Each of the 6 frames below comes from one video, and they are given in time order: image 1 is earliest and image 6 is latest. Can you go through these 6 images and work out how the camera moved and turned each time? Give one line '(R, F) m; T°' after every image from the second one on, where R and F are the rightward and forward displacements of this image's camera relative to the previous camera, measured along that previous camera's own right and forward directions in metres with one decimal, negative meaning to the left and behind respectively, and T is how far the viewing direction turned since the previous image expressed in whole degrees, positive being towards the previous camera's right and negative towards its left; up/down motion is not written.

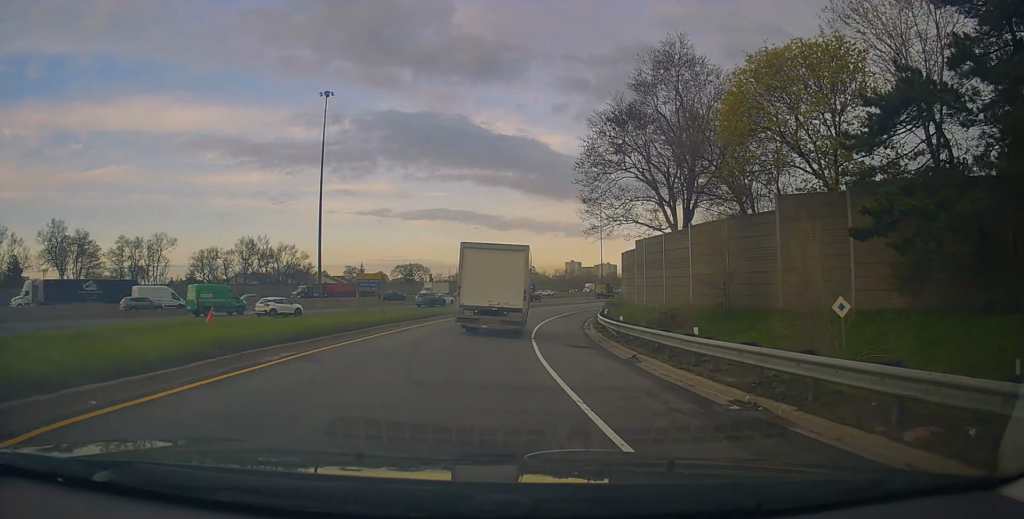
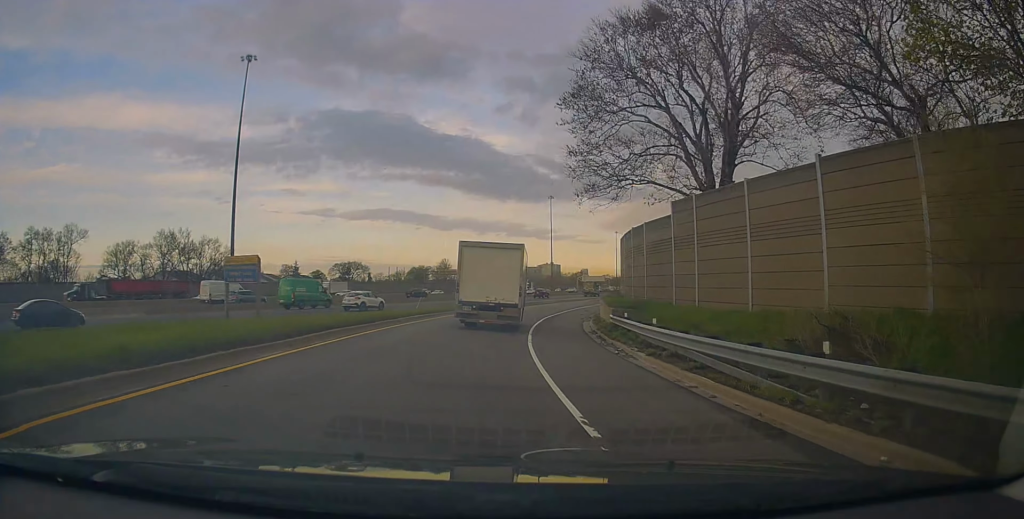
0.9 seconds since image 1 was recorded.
(+0.7, +14.8) m; +7°
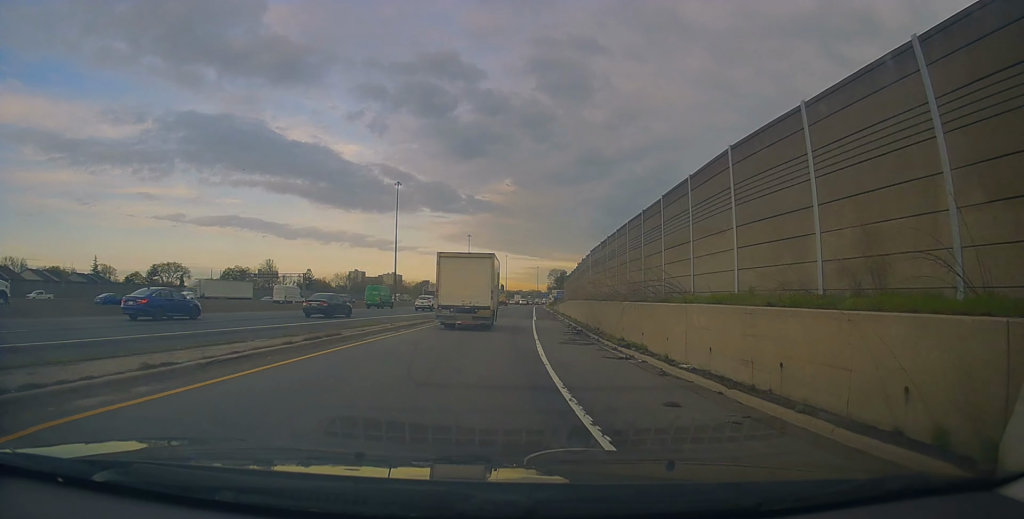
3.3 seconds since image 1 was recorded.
(+5.6, +43.0) m; +16°
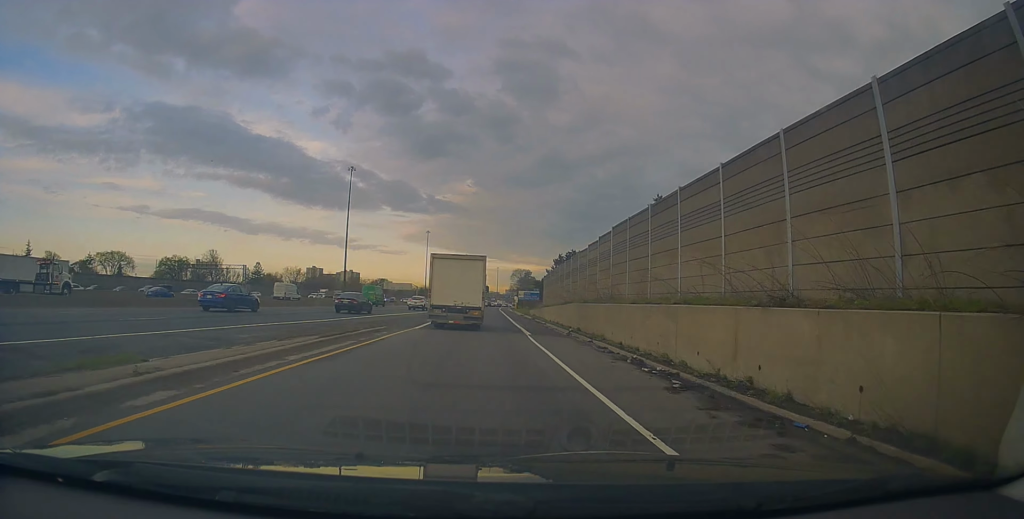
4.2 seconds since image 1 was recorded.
(+1.3, +16.5) m; +6°
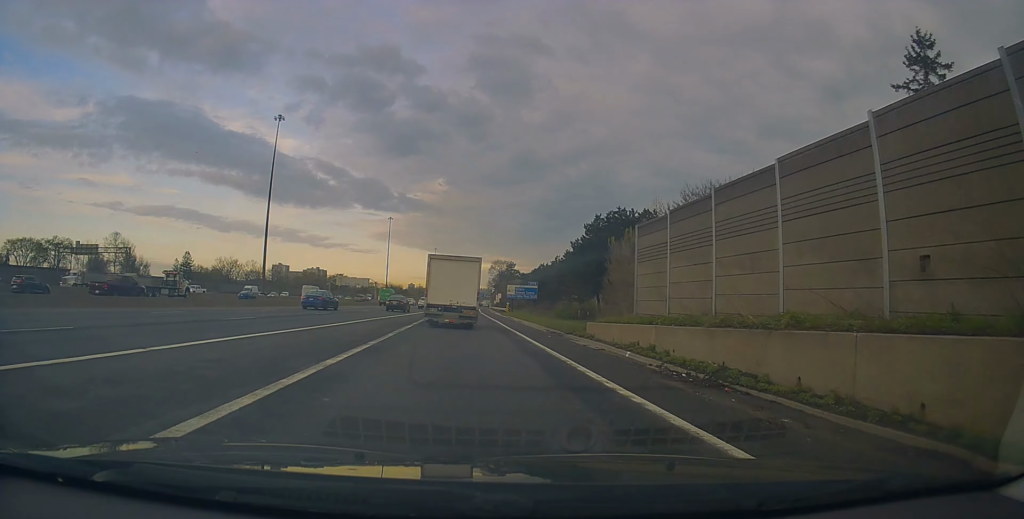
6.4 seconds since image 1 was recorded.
(+2.2, +43.0) m; +4°
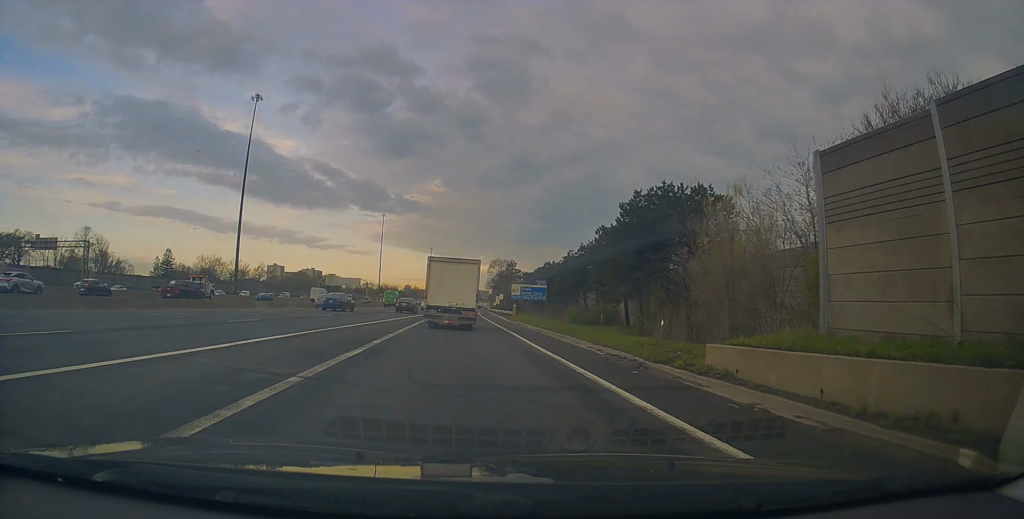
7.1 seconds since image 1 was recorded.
(0.0, +12.8) m; 0°
